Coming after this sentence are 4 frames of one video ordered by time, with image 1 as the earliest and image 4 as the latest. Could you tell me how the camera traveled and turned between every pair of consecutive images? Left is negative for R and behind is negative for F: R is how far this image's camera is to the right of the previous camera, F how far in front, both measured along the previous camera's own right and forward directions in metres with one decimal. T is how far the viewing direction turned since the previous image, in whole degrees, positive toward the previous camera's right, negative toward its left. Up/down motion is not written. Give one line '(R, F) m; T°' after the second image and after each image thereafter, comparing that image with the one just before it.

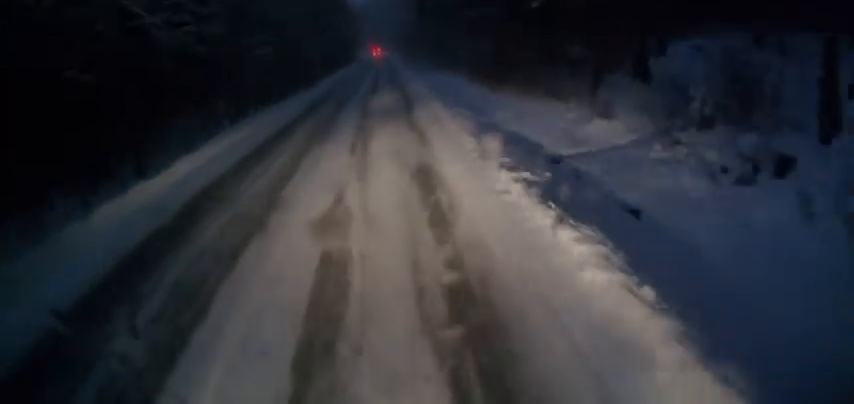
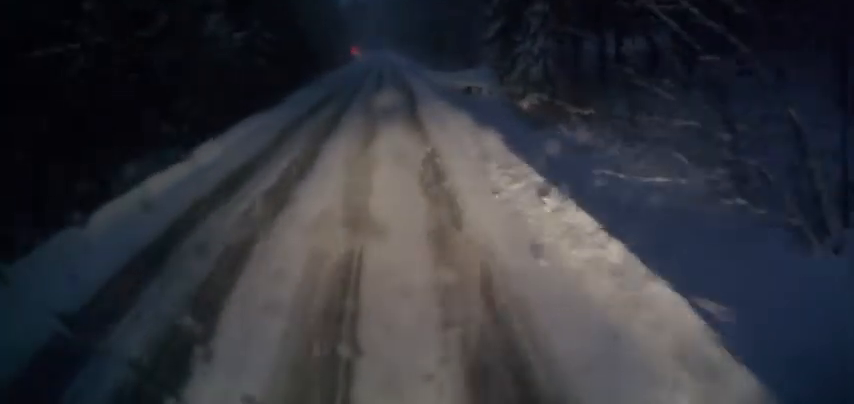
(-1.3, +44.7) m; 0°
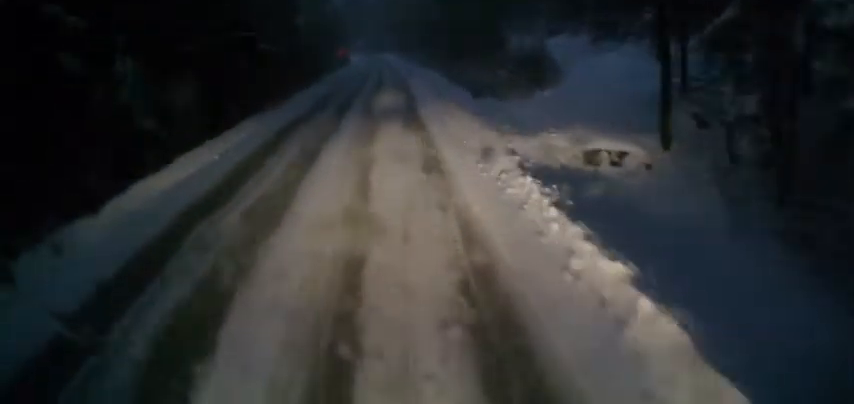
(+0.5, +21.6) m; +3°
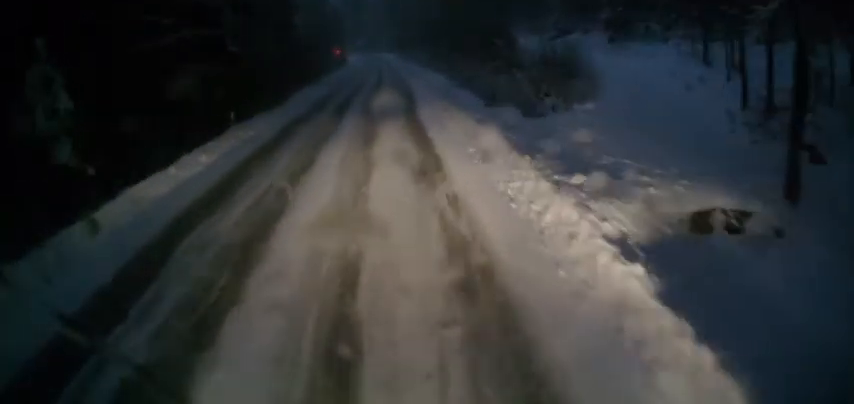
(-0.1, +5.8) m; +1°
